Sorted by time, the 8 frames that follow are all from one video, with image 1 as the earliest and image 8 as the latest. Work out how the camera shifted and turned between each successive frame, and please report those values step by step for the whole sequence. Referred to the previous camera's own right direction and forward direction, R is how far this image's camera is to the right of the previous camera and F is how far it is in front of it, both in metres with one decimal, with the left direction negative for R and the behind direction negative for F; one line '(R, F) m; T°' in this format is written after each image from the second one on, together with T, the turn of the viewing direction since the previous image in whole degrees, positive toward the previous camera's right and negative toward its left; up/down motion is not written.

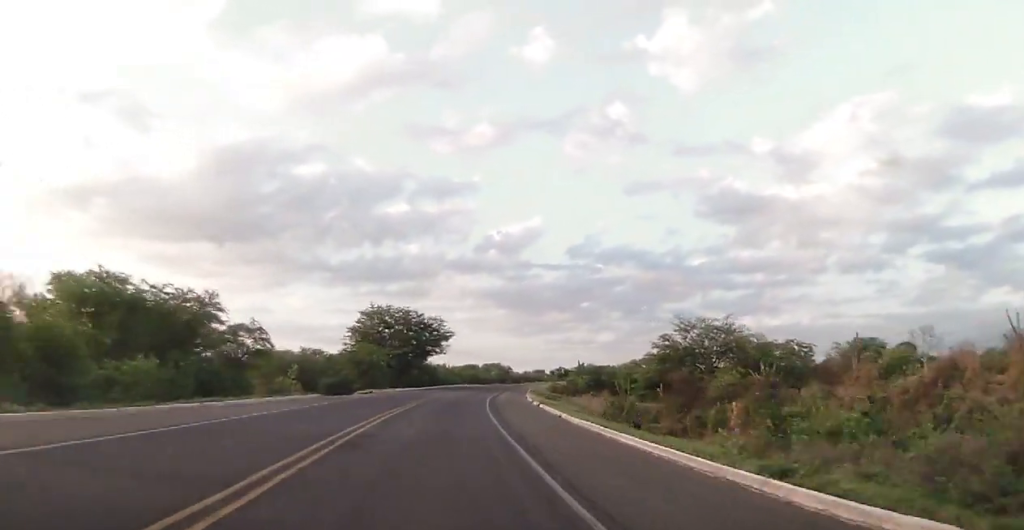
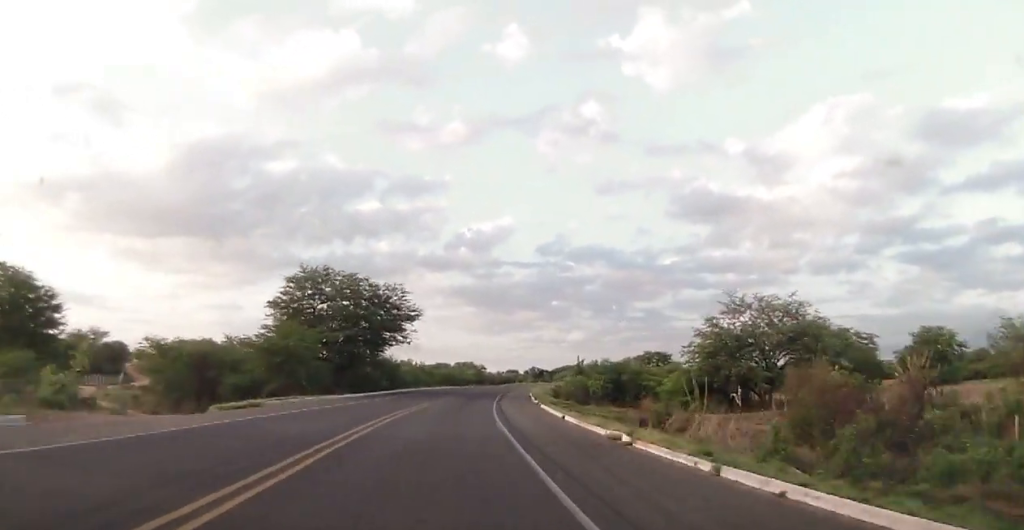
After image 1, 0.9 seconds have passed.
(+0.6, +24.7) m; +3°
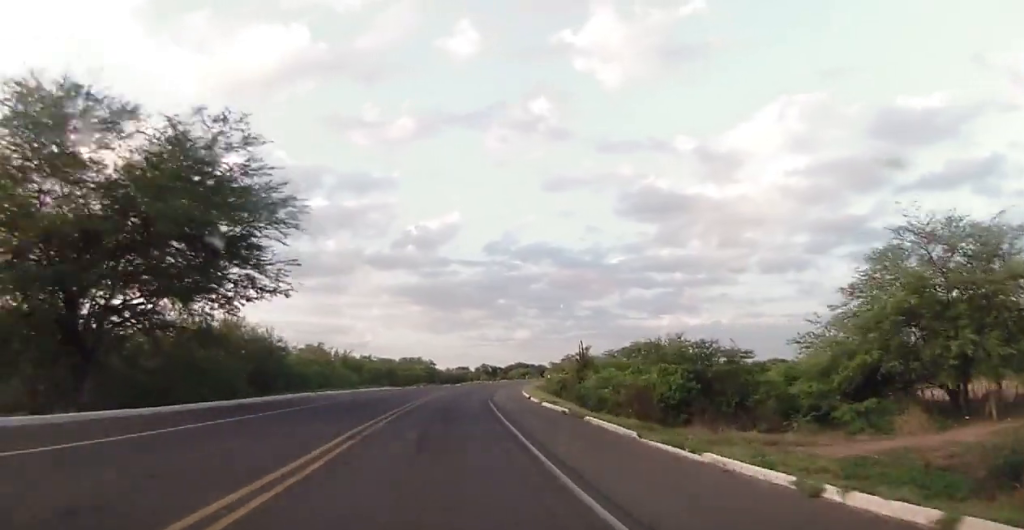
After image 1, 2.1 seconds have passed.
(+1.2, +35.7) m; +3°
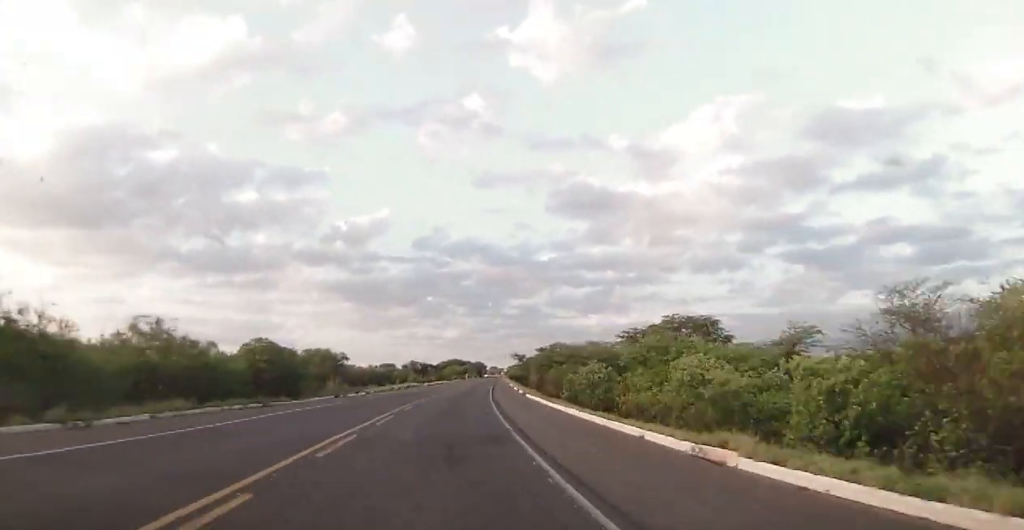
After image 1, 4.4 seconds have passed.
(+3.2, +65.7) m; +7°
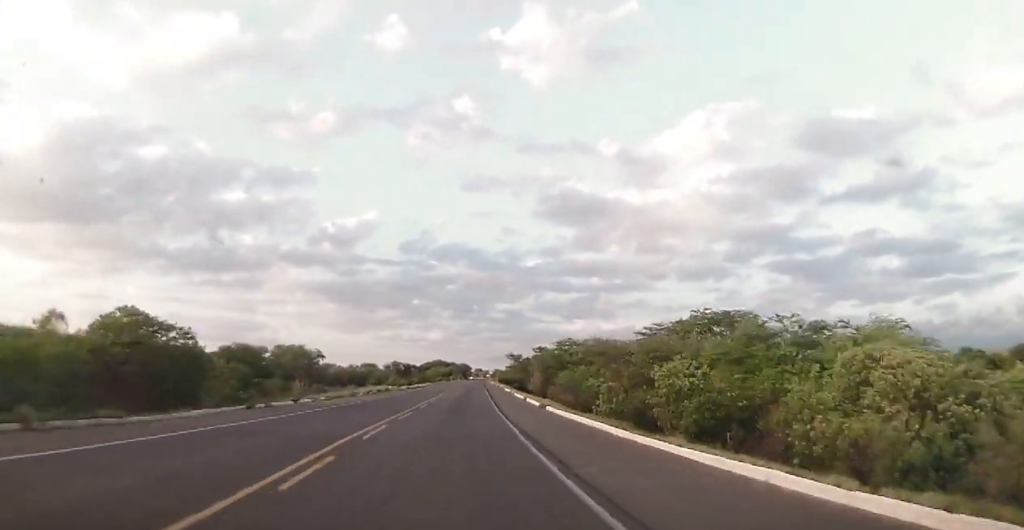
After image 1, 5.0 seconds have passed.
(+0.3, +17.1) m; +2°
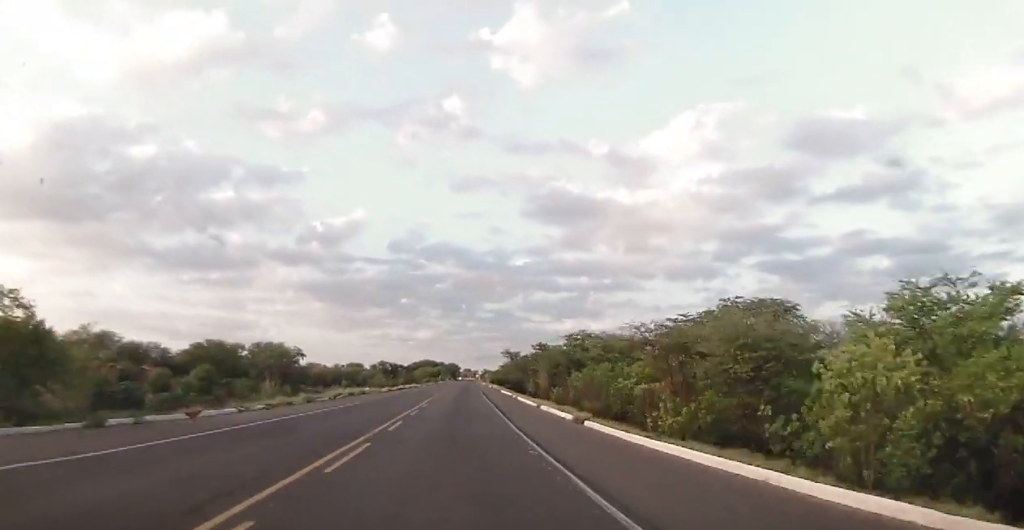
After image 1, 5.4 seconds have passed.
(+0.2, +12.7) m; +1°
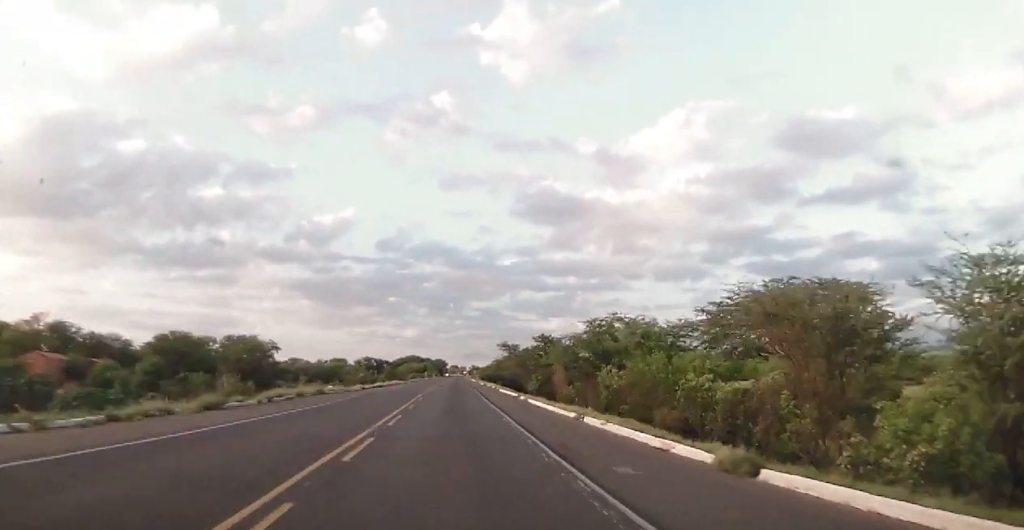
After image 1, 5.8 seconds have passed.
(+0.1, +15.4) m; +1°
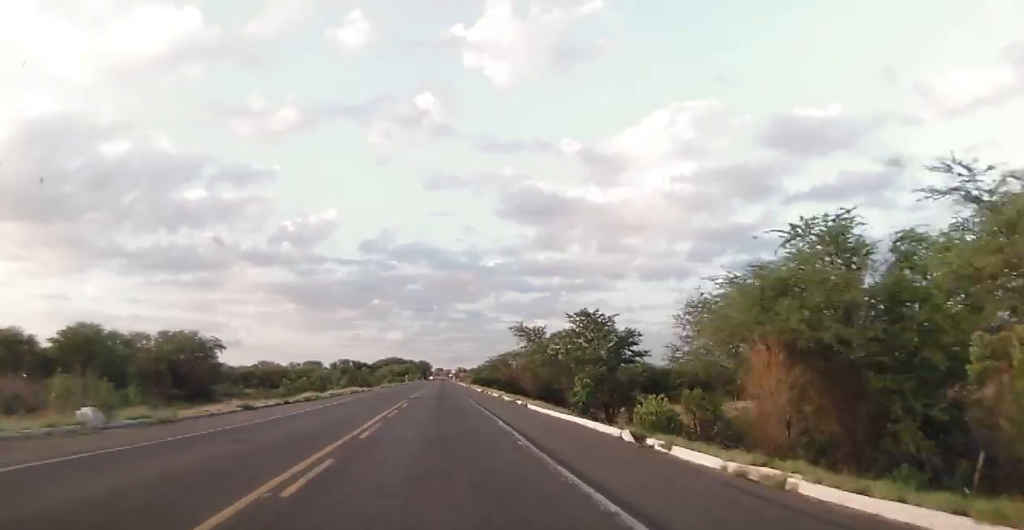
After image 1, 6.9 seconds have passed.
(+0.7, +37.5) m; +2°
